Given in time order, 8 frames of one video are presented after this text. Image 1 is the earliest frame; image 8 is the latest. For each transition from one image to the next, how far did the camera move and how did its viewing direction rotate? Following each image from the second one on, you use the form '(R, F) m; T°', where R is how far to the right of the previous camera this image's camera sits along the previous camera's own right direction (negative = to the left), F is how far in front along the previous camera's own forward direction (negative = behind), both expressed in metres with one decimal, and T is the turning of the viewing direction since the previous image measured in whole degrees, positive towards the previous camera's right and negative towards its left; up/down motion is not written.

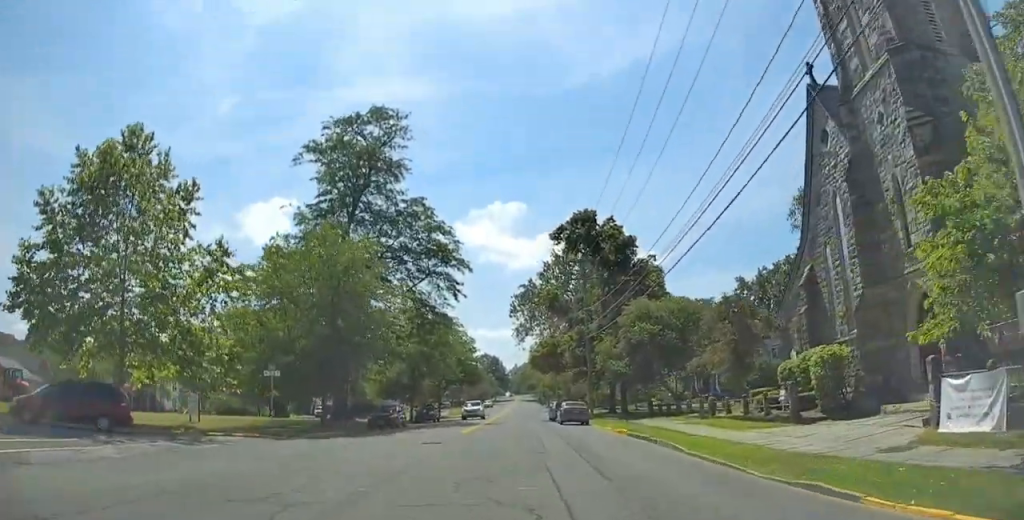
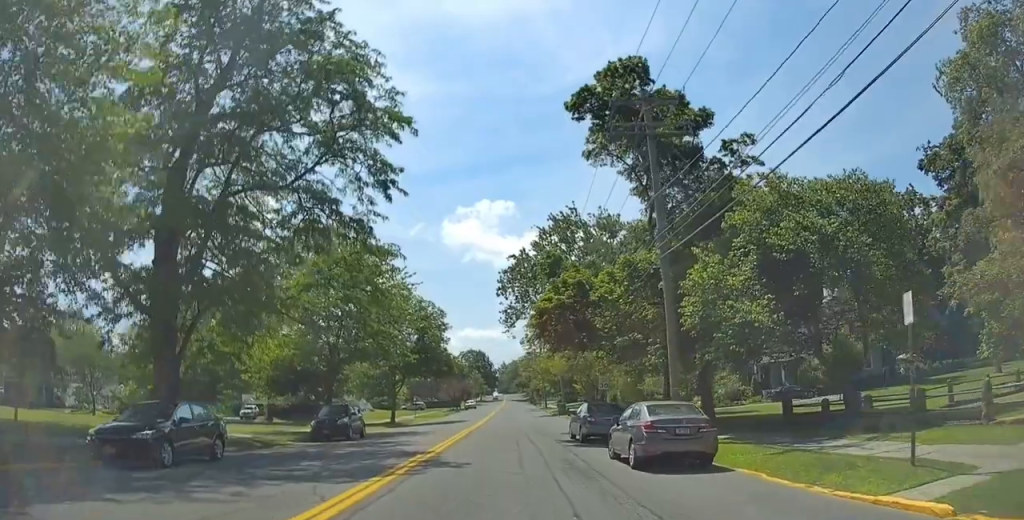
(+0.1, +25.7) m; +2°
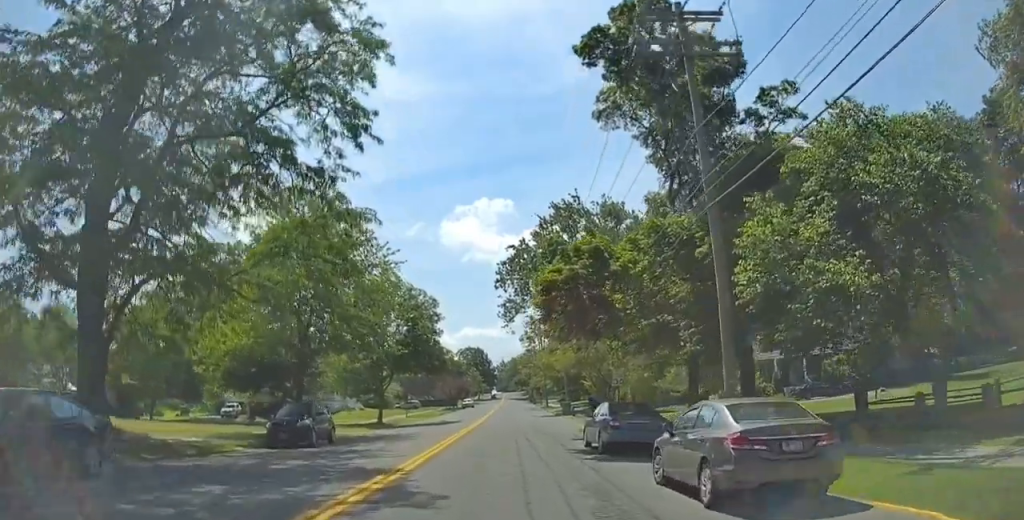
(-0.6, +5.3) m; +5°
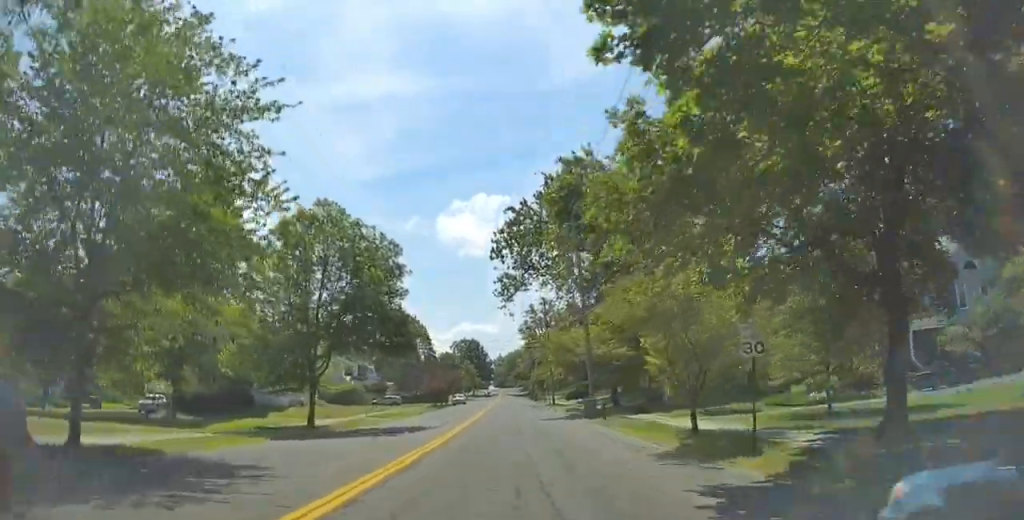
(+1.6, +16.2) m; -7°
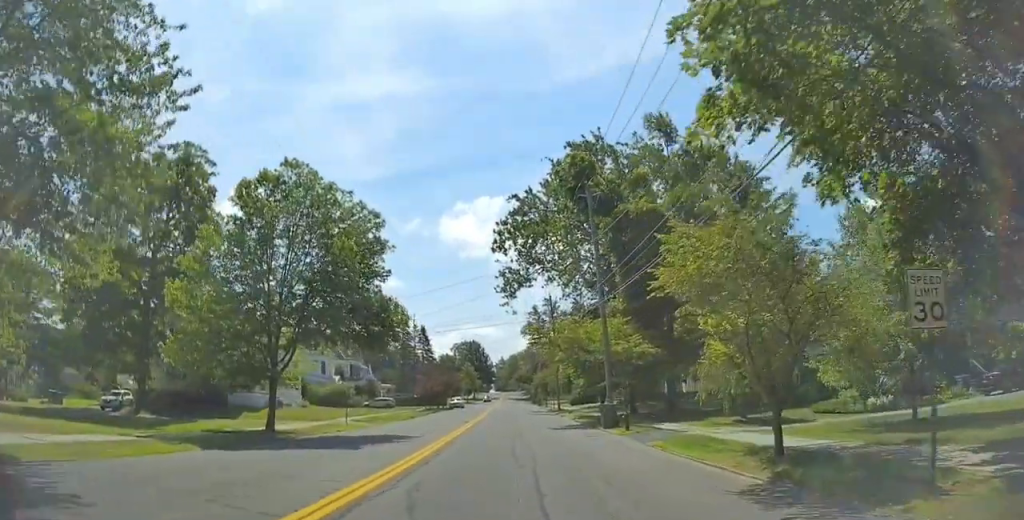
(-1.8, +6.7) m; -6°
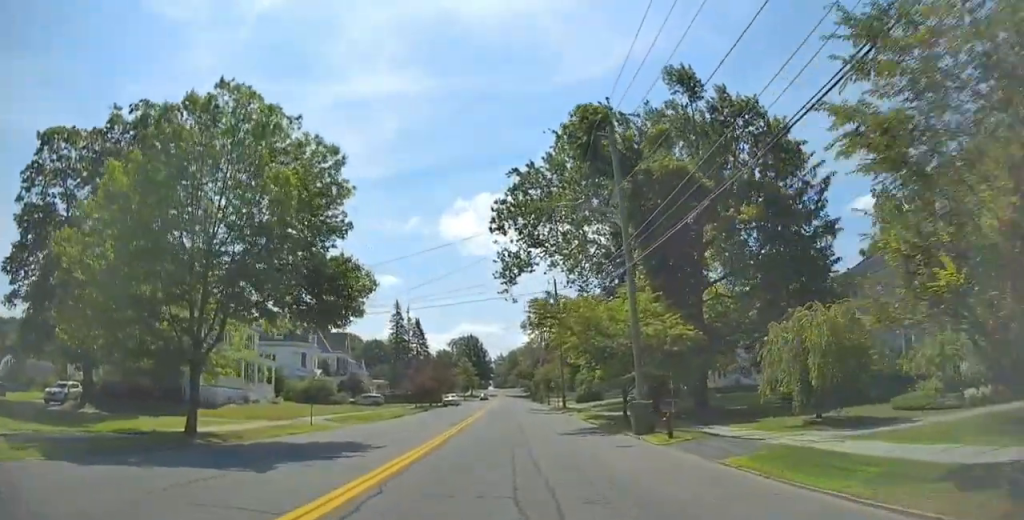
(-0.4, +8.5) m; -1°
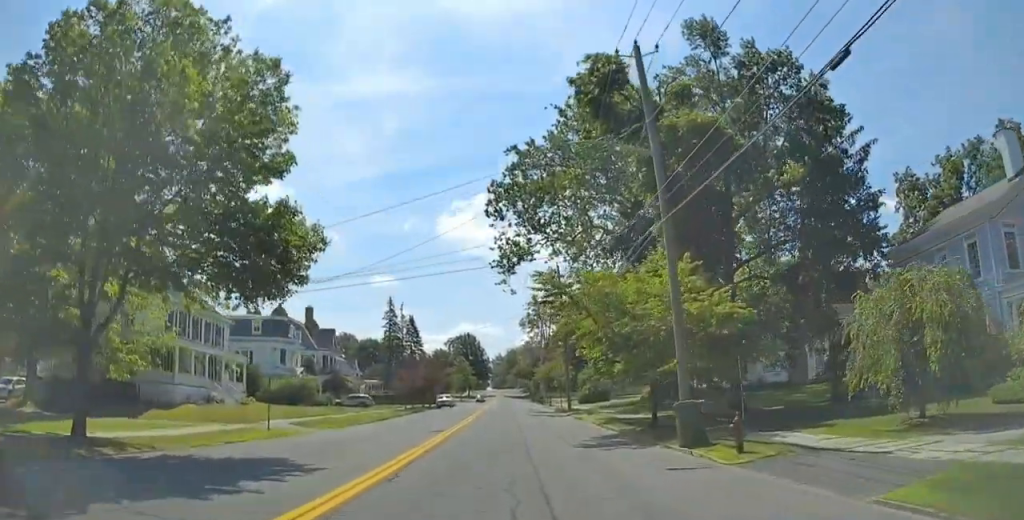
(+0.4, +6.9) m; +4°
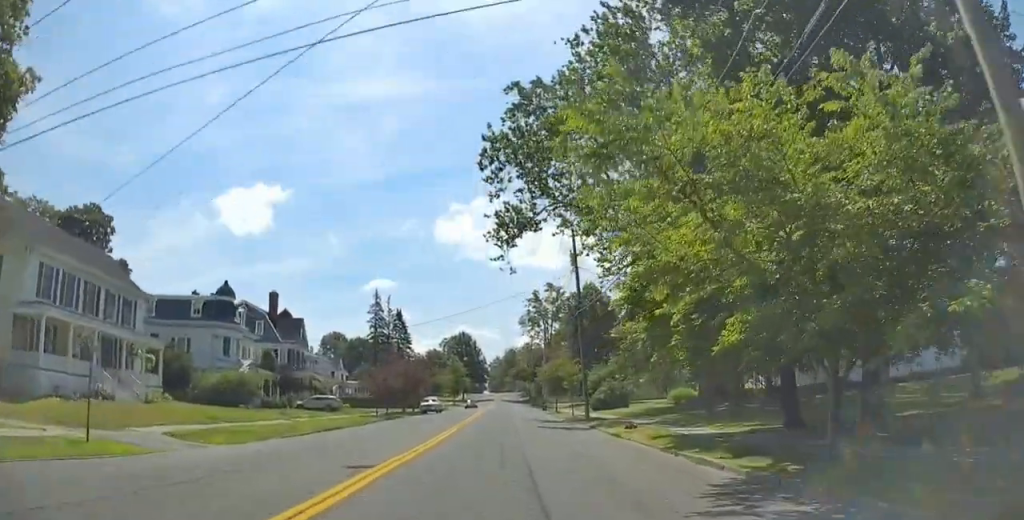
(+0.7, +14.0) m; +3°
